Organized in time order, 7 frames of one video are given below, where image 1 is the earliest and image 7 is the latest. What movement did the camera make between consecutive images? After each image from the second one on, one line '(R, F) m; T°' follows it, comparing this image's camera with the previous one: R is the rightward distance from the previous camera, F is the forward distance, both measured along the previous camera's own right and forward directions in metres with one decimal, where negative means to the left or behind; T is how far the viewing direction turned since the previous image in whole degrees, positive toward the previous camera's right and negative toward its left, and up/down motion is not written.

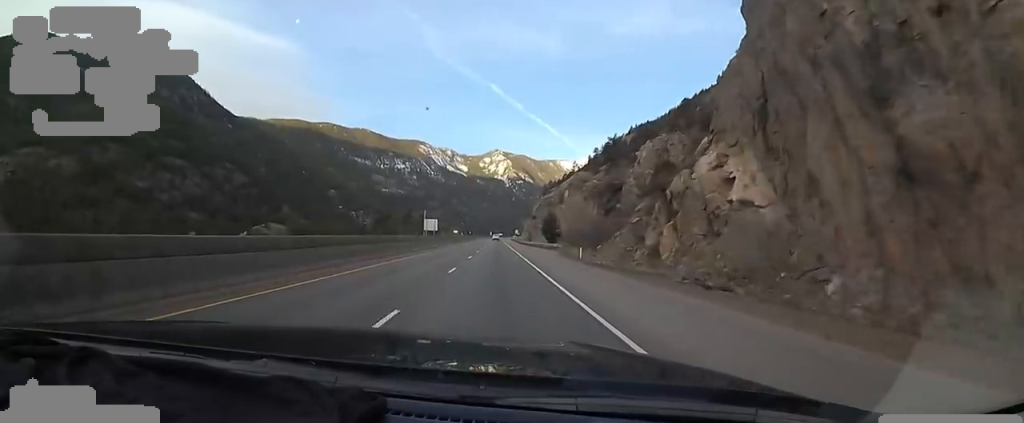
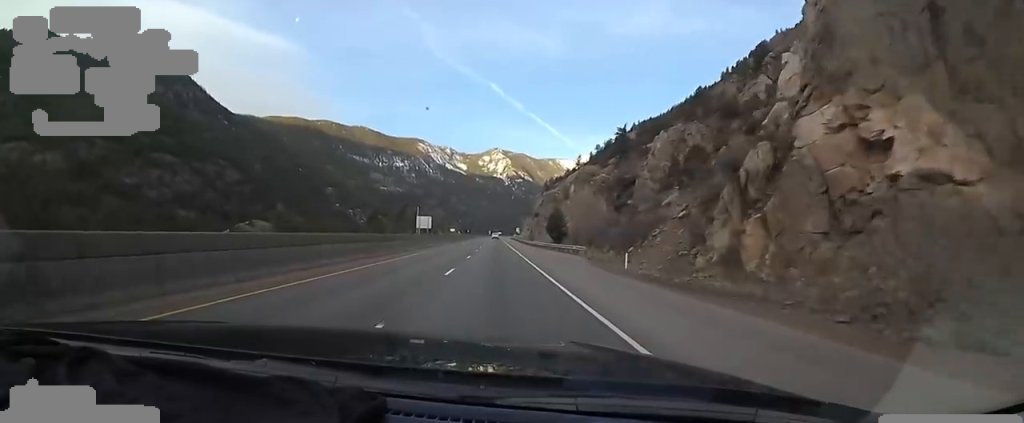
(-0.1, +13.7) m; 0°
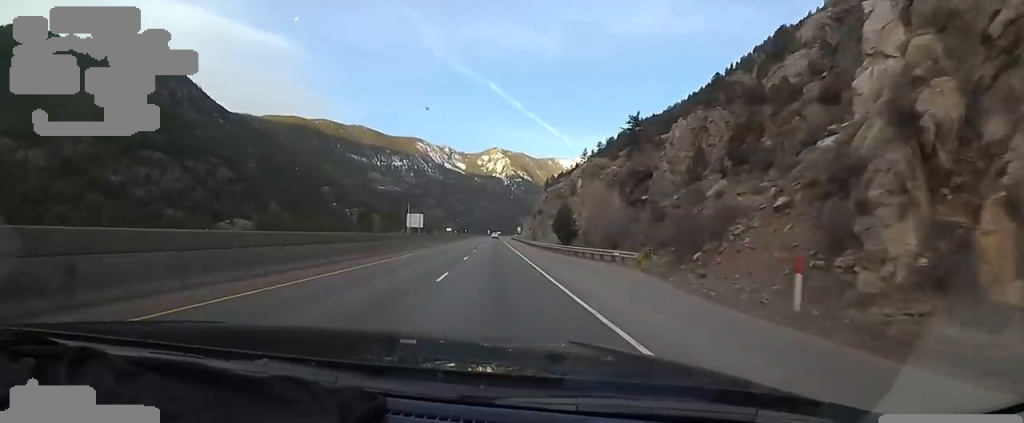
(0.0, +14.7) m; 0°
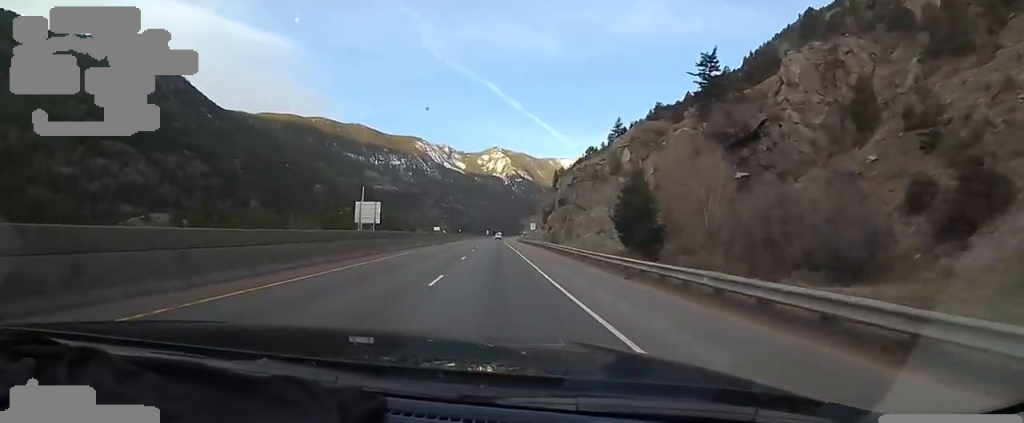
(+0.2, +49.1) m; -1°
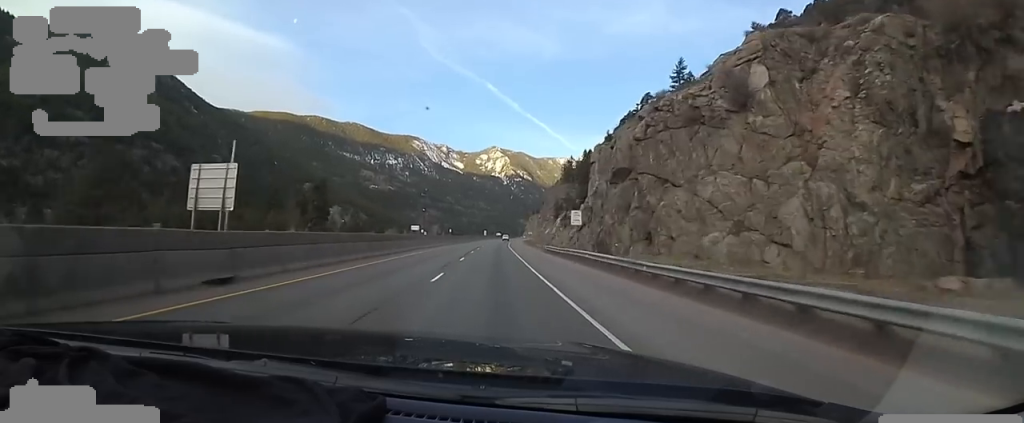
(-0.7, +46.8) m; 0°
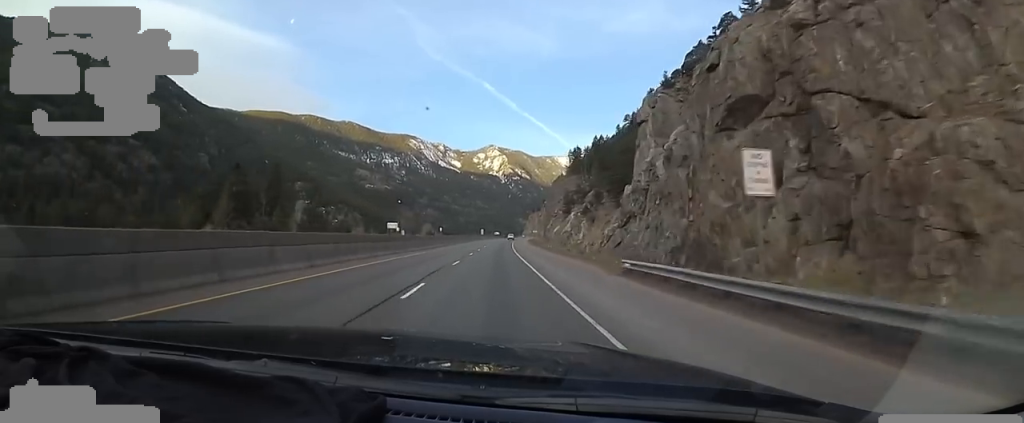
(+0.6, +27.9) m; +2°
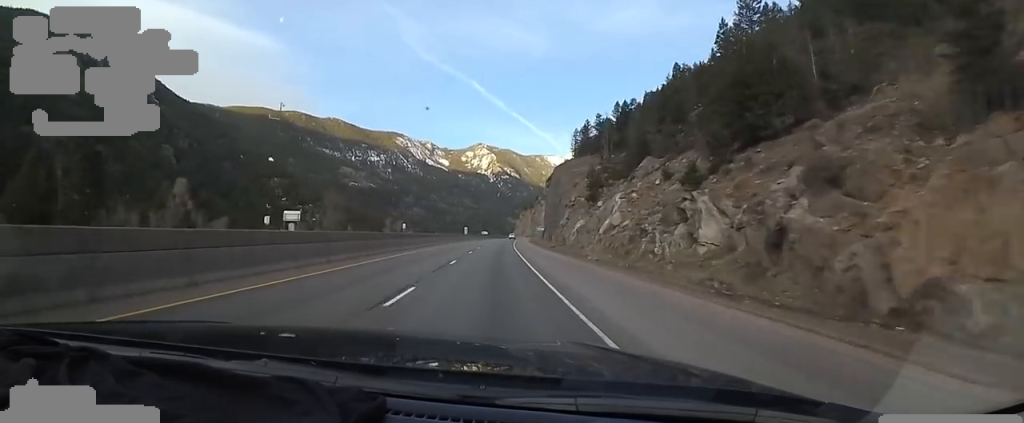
(+1.1, +49.7) m; +1°
